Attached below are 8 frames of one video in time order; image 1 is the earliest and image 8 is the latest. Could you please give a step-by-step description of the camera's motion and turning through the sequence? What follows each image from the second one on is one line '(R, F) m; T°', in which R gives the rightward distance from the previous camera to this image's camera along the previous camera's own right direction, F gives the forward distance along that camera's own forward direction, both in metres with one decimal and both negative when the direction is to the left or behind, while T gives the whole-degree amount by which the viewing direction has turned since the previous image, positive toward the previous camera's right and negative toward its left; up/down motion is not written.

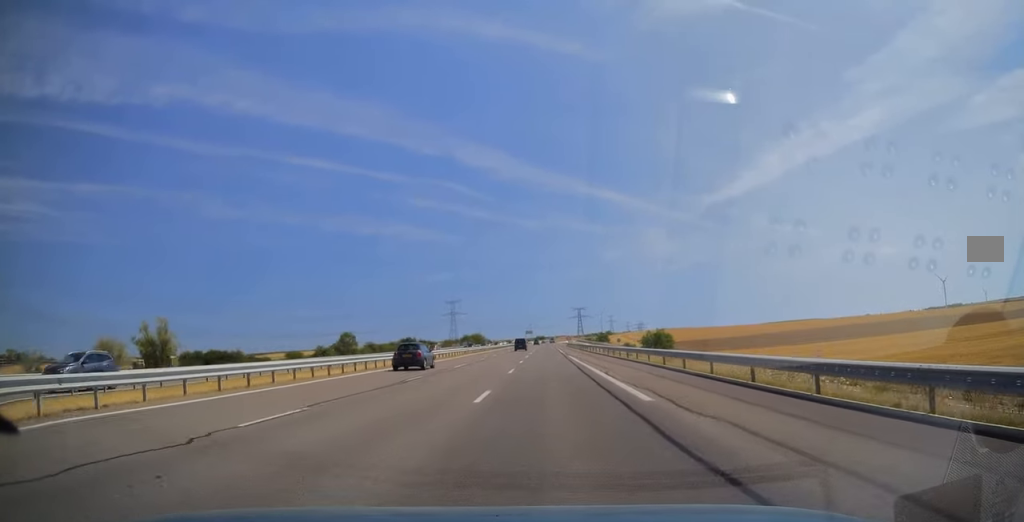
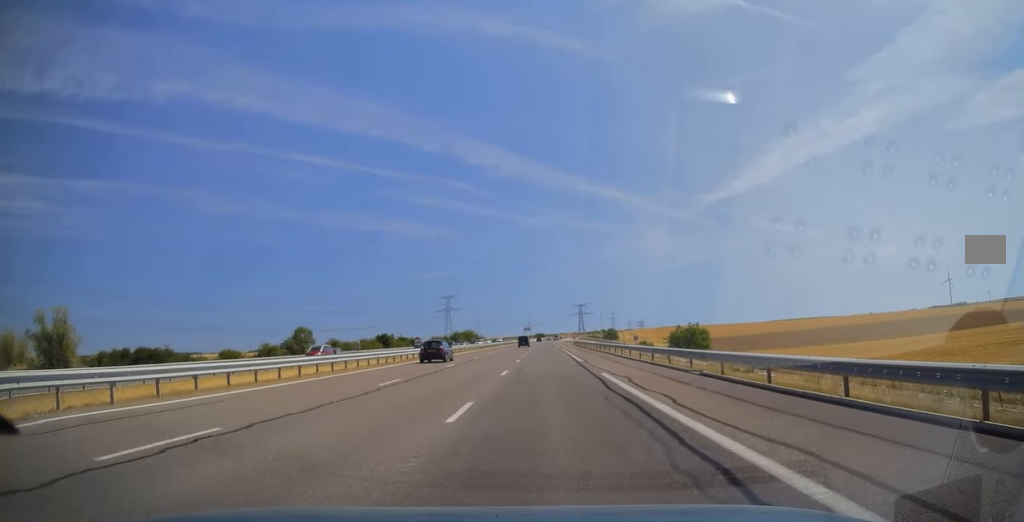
(-0.2, +29.4) m; 0°
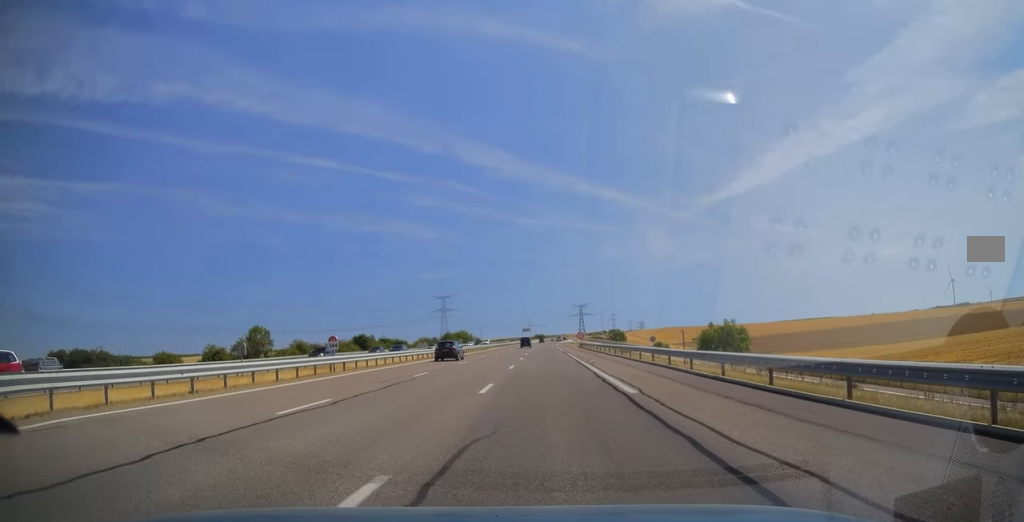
(0.0, +20.2) m; 0°
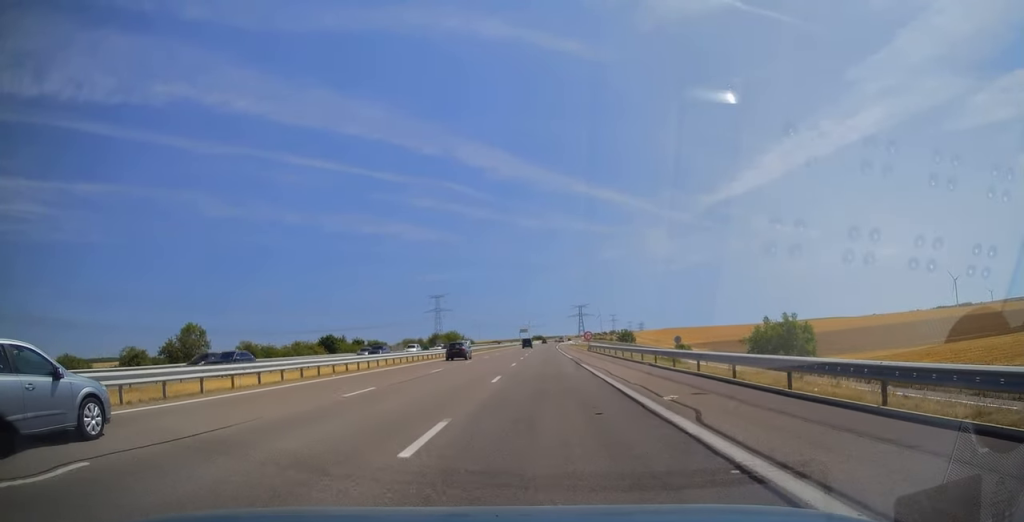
(+0.3, +21.3) m; 0°
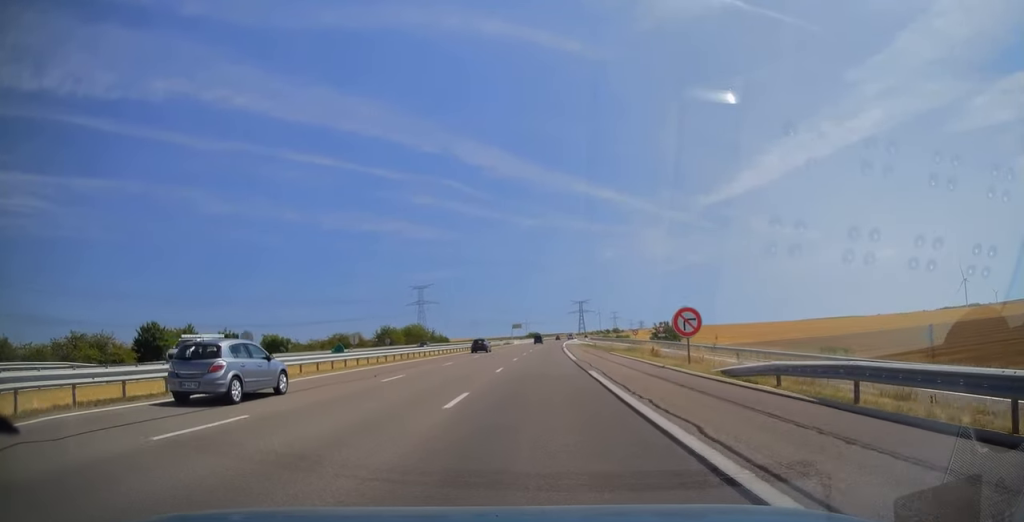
(-0.1, +59.3) m; +1°
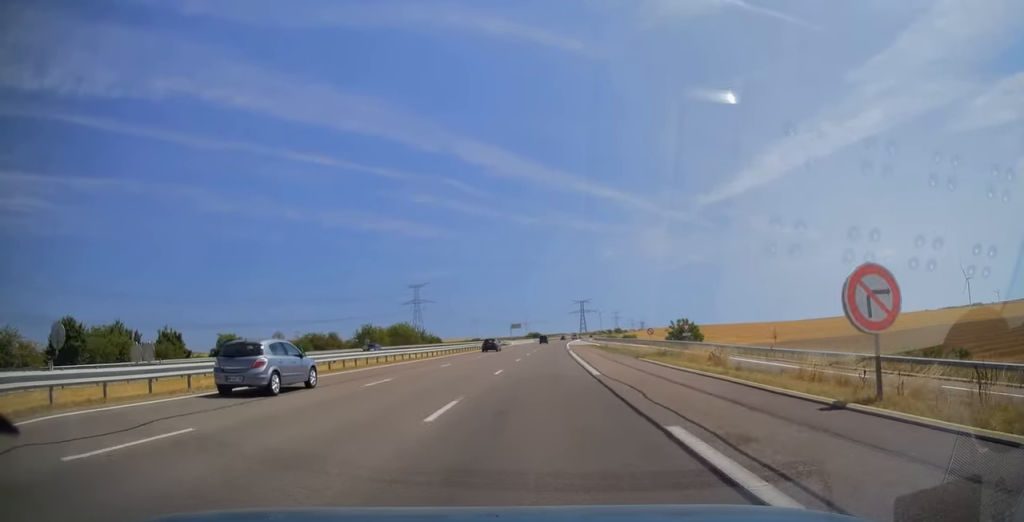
(0.0, +14.8) m; 0°
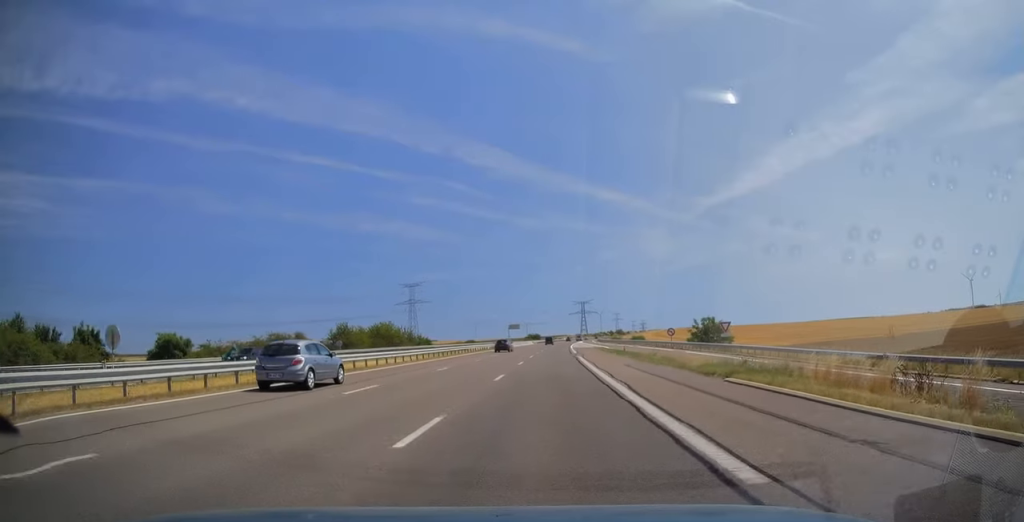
(0.0, +15.3) m; 0°
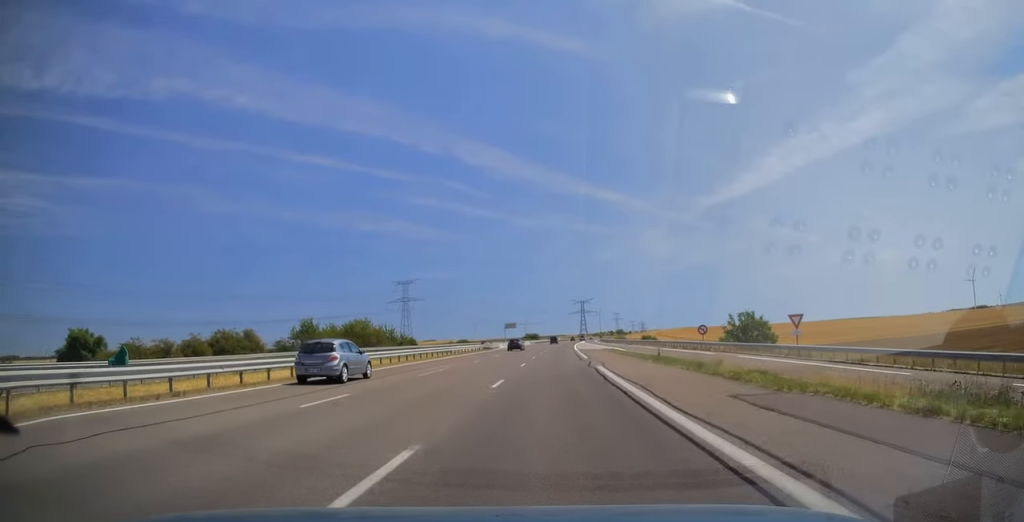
(0.0, +16.3) m; 0°
